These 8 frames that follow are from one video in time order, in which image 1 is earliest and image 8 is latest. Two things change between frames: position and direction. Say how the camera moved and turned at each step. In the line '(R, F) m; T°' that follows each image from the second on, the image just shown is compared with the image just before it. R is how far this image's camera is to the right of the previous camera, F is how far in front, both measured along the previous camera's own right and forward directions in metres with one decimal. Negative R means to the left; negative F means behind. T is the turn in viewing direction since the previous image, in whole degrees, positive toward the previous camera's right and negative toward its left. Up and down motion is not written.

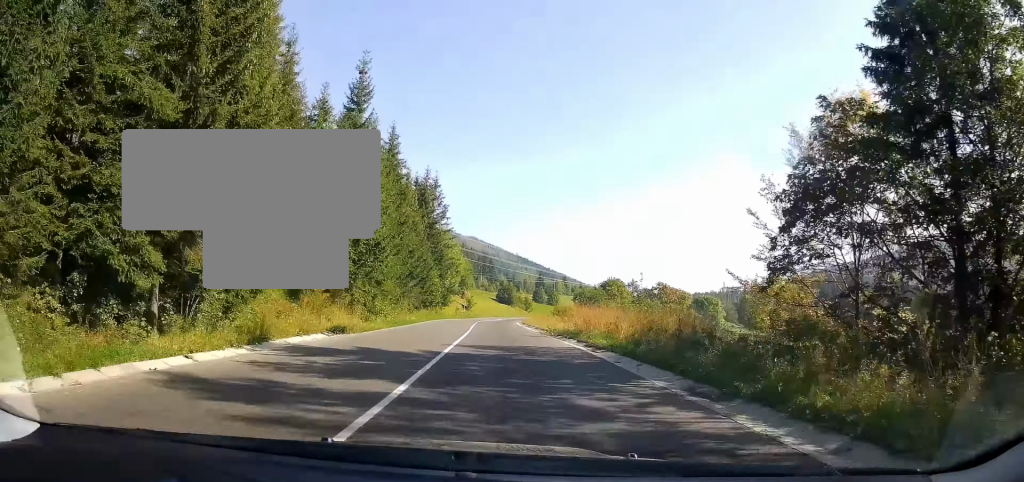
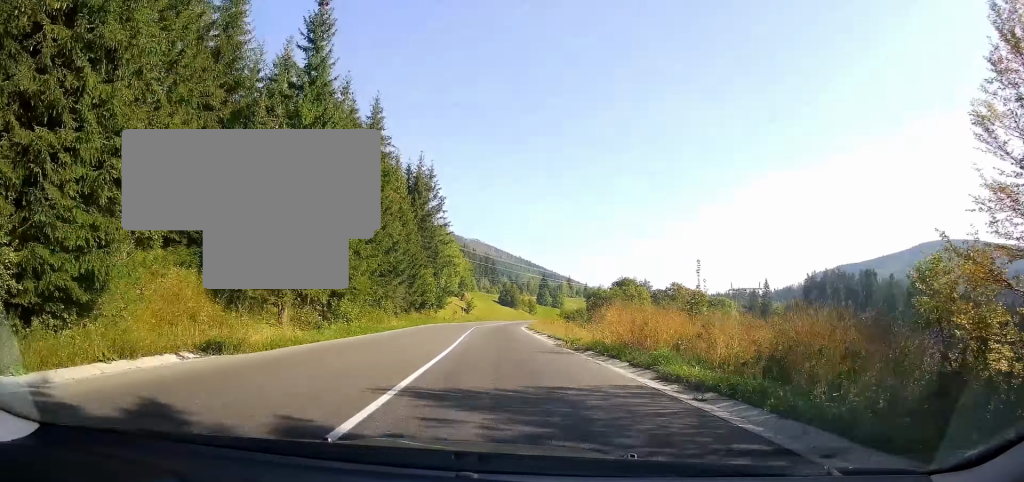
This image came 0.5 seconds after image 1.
(+0.1, +9.8) m; 0°
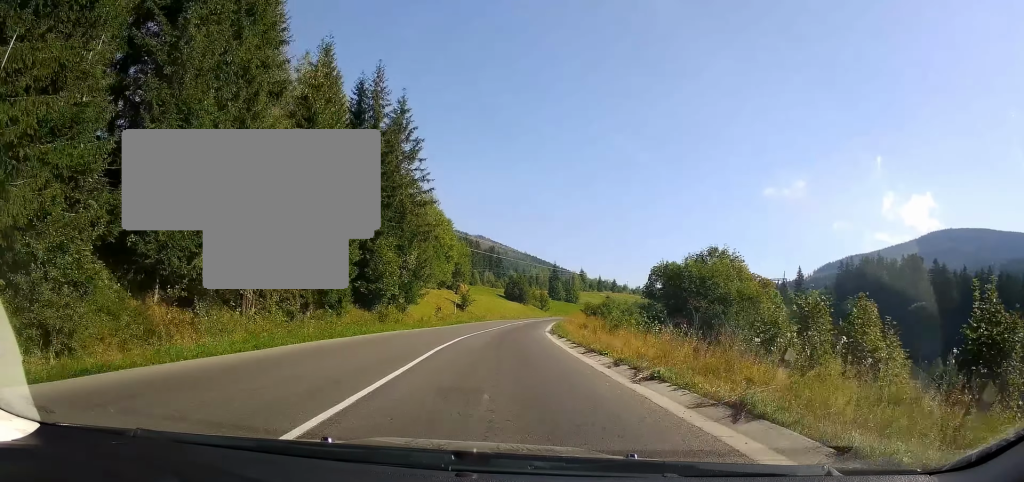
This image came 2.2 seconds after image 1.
(-0.1, +29.3) m; 0°
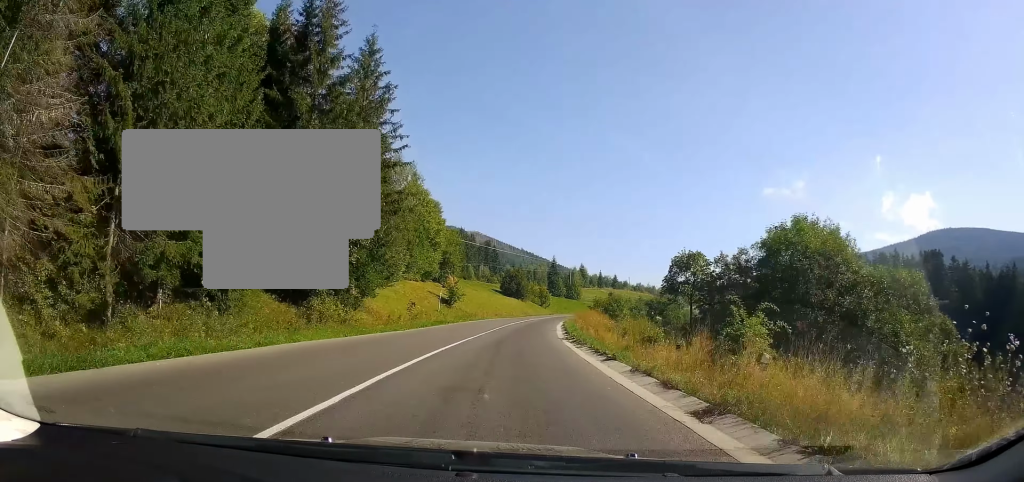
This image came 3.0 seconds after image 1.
(+0.2, +14.2) m; -1°
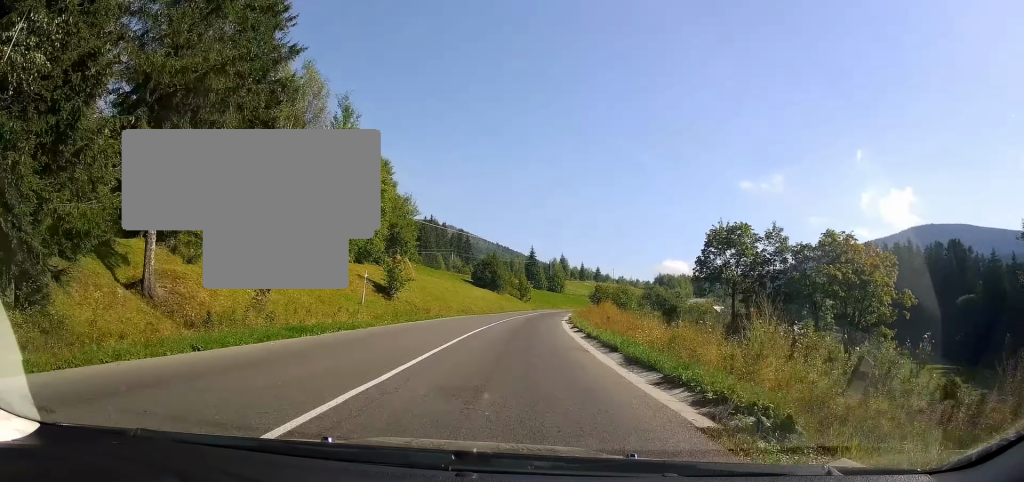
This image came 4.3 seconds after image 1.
(-0.5, +24.1) m; 0°
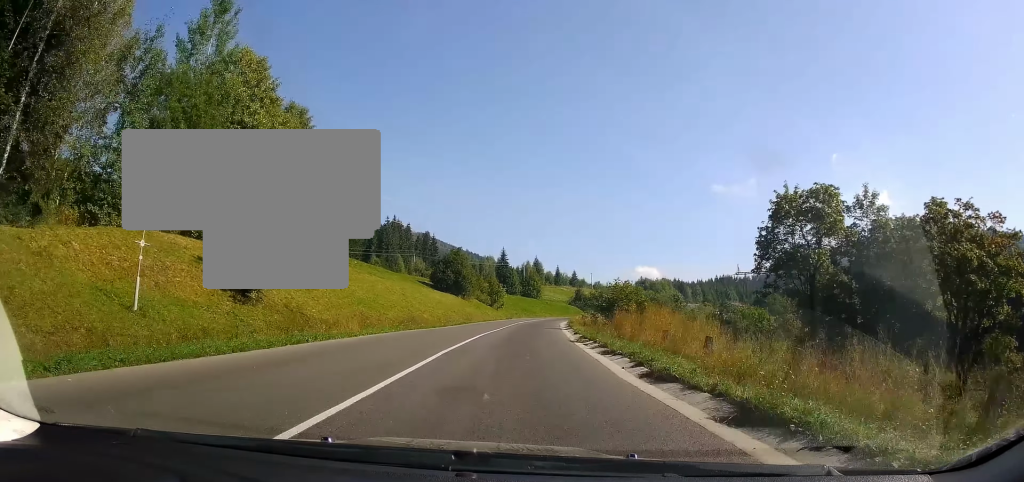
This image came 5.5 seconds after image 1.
(+0.7, +22.1) m; +3°
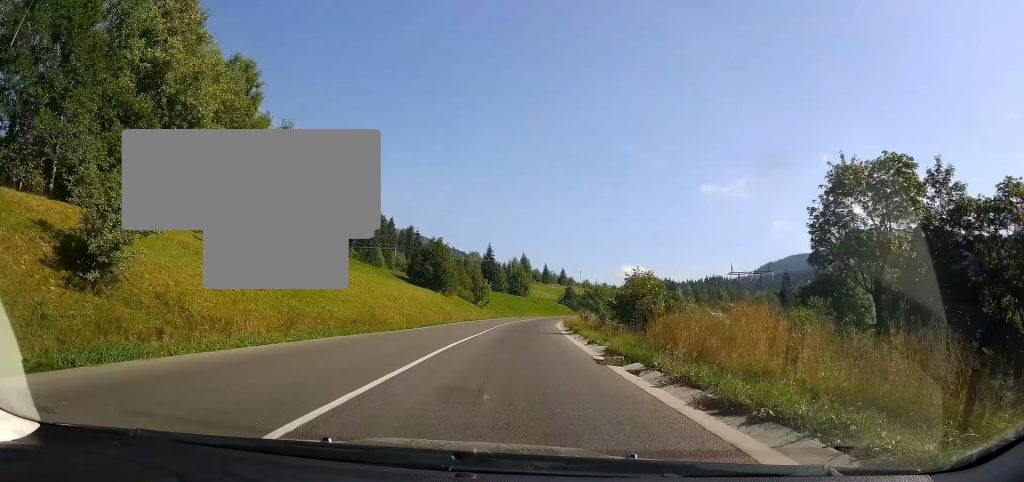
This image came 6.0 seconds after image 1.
(+0.1, +10.0) m; +2°
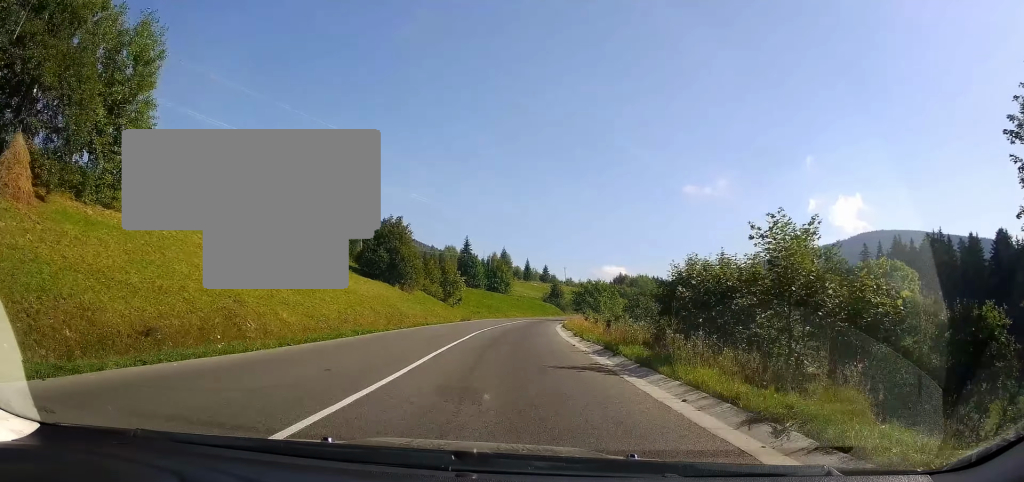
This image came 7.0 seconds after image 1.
(+0.3, +18.7) m; +2°
